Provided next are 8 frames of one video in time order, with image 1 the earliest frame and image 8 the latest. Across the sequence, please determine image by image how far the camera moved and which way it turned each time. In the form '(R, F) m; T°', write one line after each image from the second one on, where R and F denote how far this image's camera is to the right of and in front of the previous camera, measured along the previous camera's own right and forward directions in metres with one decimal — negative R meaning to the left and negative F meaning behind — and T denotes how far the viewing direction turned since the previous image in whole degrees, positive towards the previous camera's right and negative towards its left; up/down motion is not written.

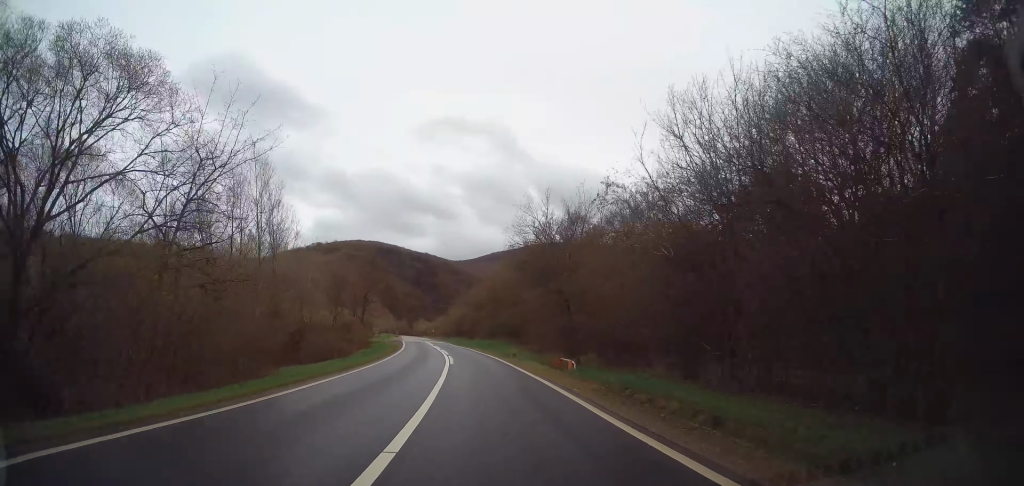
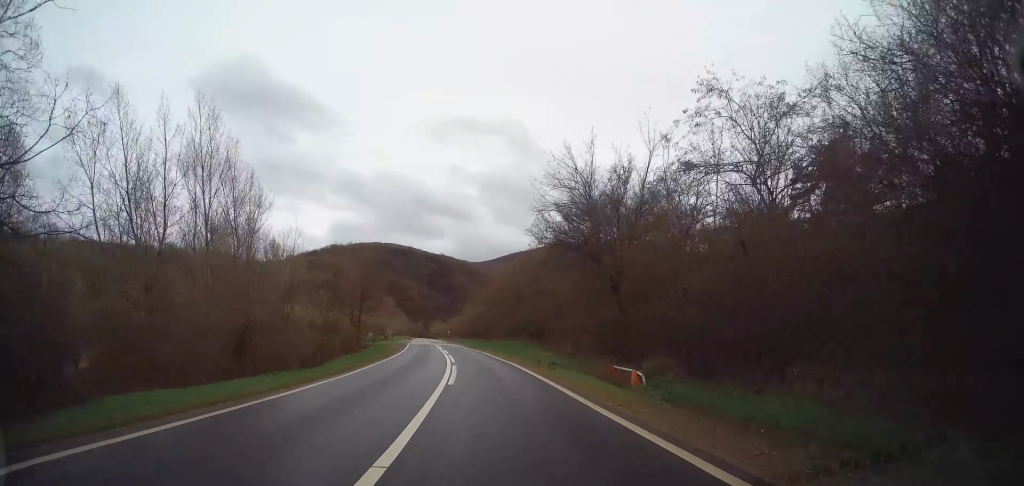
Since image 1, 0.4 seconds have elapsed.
(+0.1, +10.8) m; -2°
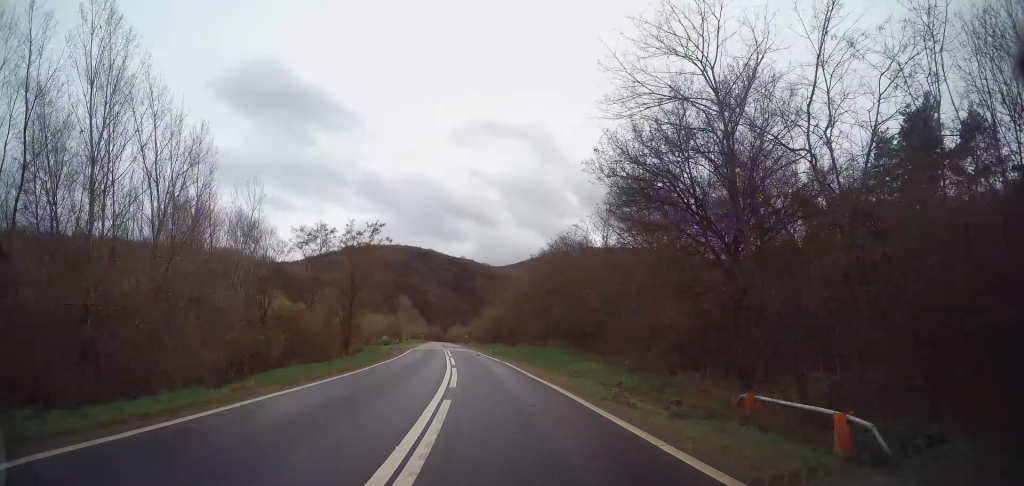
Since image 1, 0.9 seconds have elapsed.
(-0.4, +12.3) m; -2°
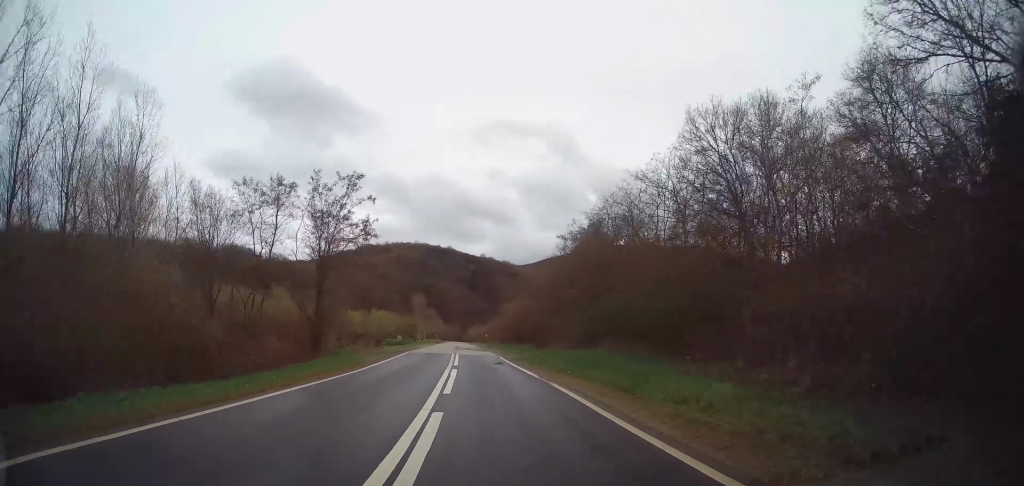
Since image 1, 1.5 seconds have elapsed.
(-0.4, +14.0) m; -2°
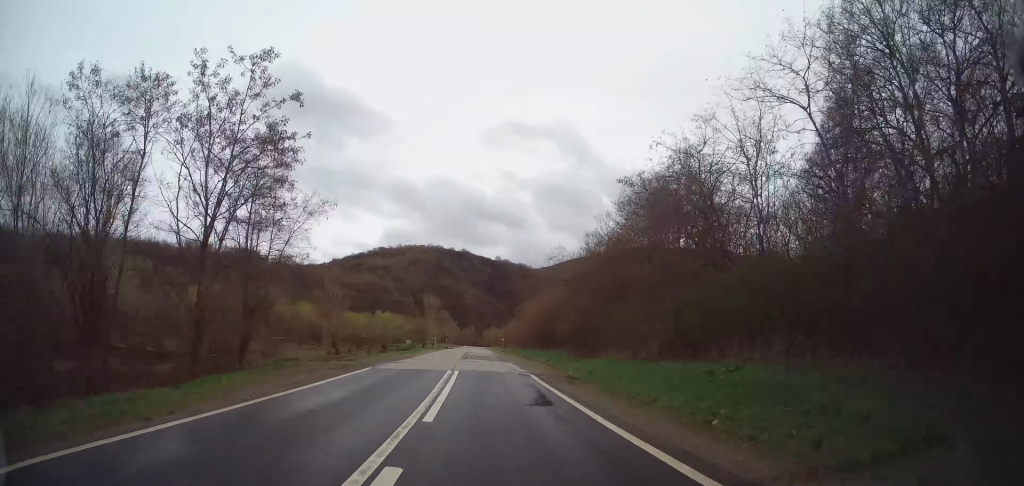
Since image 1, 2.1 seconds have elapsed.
(-0.4, +15.5) m; -1°
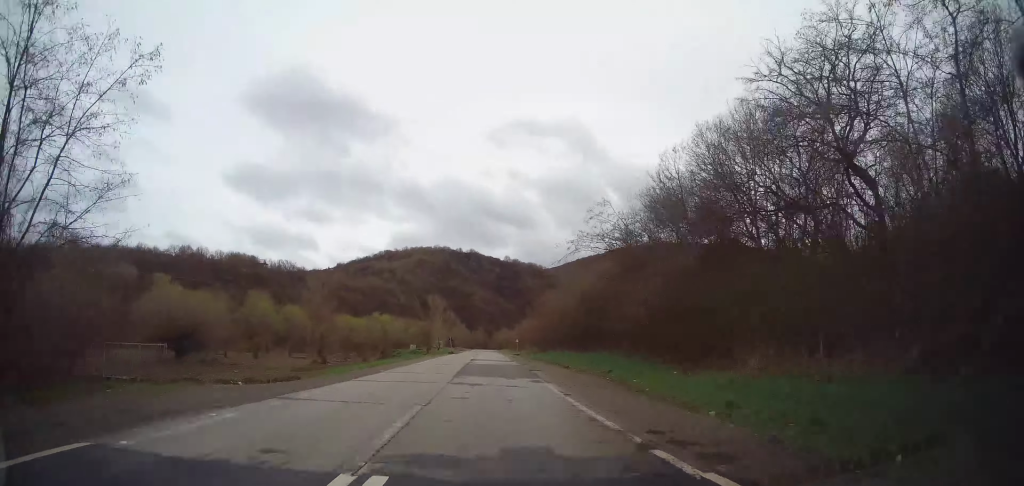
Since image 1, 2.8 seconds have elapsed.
(-0.2, +16.3) m; -1°
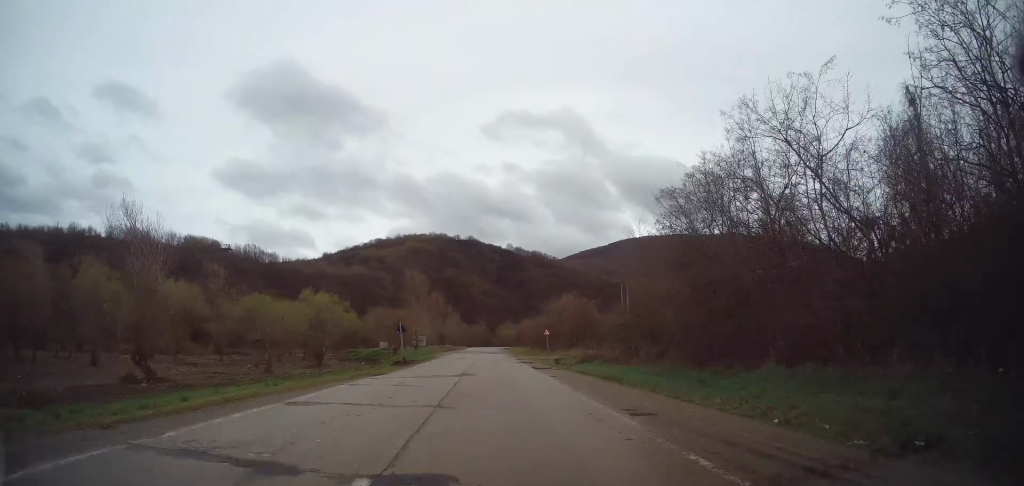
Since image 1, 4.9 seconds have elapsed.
(-1.3, +51.8) m; -2°
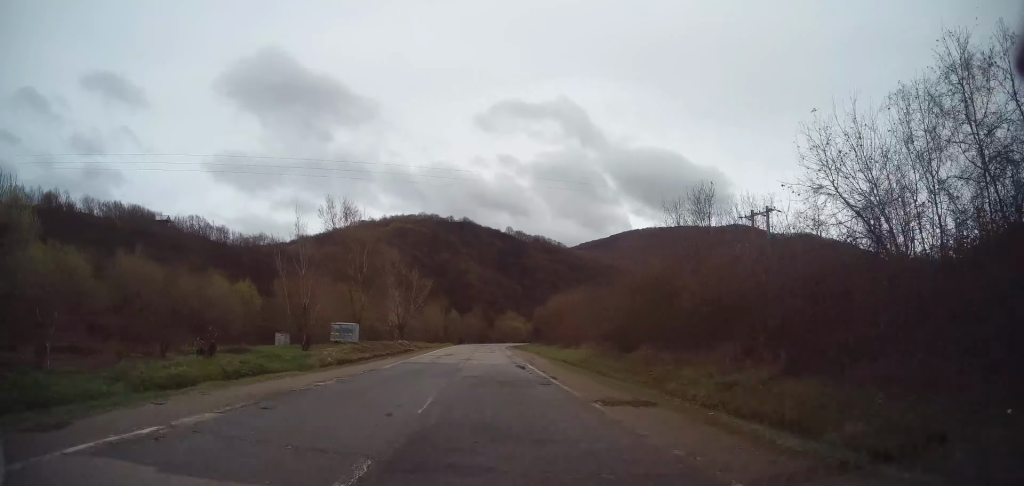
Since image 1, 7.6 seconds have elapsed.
(+0.2, +61.8) m; 0°
